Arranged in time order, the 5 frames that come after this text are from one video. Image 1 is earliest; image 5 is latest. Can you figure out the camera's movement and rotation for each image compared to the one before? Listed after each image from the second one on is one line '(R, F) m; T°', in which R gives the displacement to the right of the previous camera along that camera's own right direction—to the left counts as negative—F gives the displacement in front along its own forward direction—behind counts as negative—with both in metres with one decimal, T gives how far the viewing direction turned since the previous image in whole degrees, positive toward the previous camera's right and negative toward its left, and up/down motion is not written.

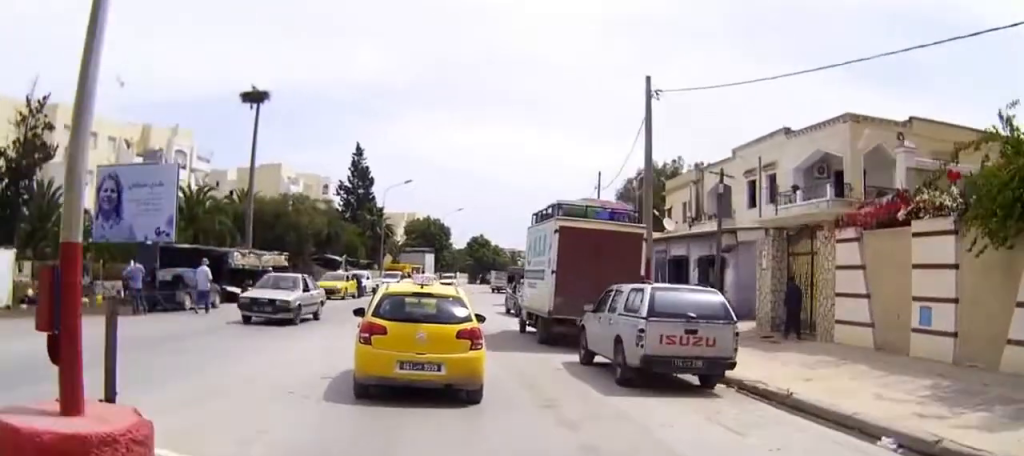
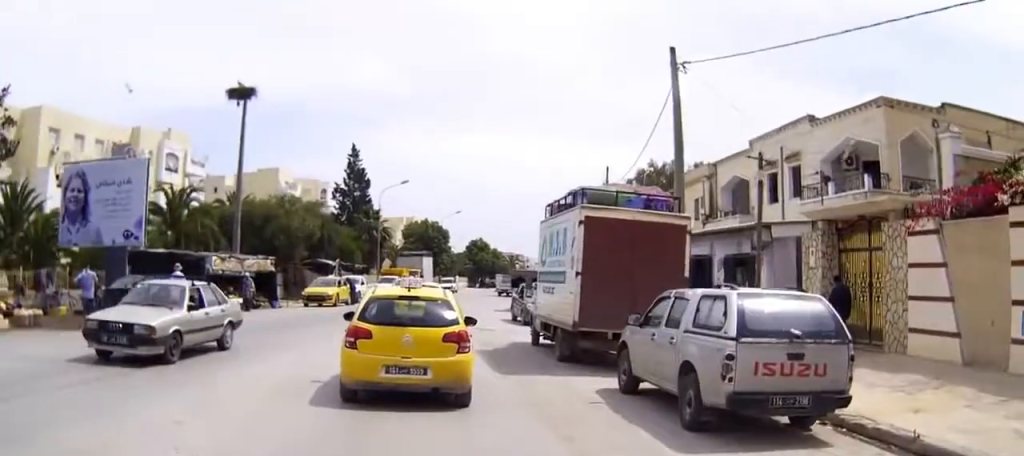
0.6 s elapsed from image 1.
(0.0, +4.2) m; 0°
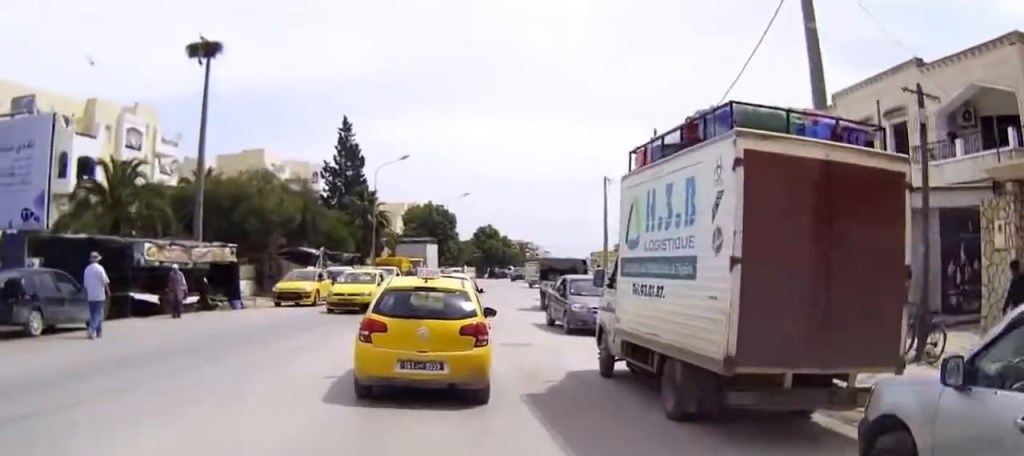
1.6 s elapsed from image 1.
(0.0, +7.3) m; 0°
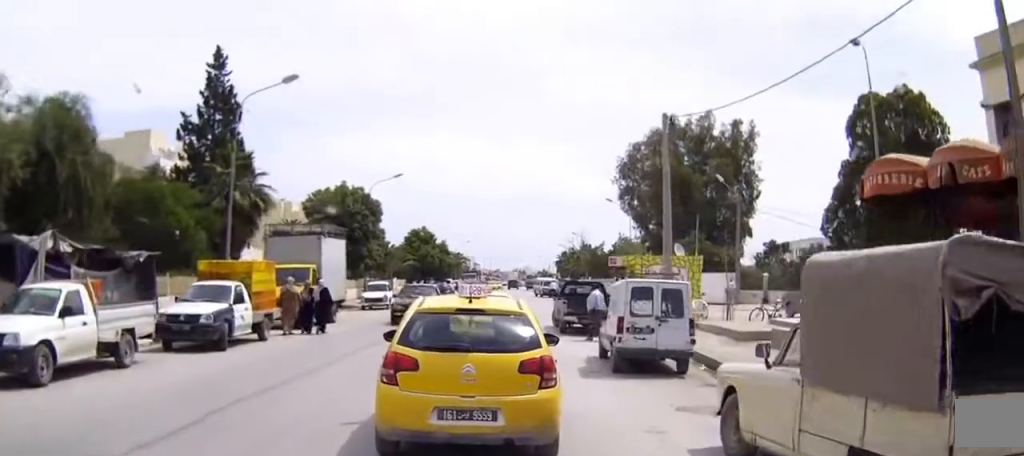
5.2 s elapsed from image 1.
(+2.0, +26.6) m; +8°
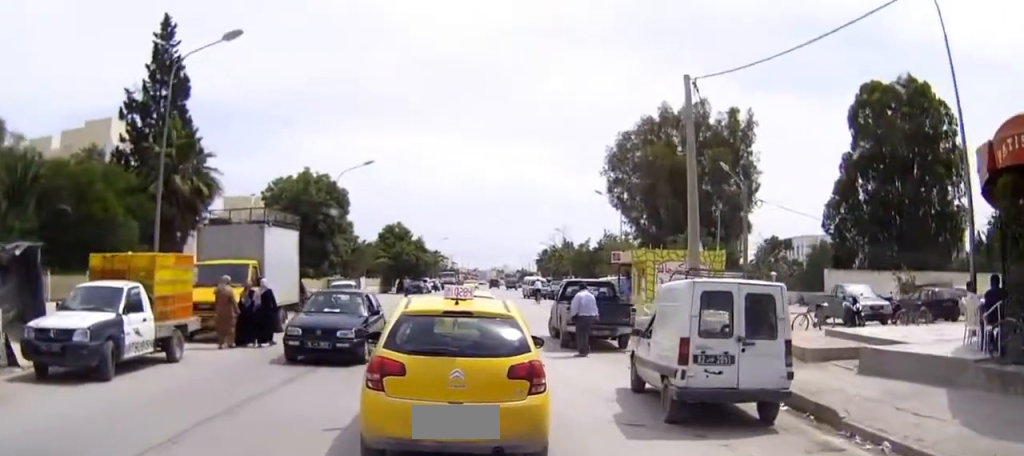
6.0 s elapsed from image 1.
(0.0, +5.2) m; 0°
